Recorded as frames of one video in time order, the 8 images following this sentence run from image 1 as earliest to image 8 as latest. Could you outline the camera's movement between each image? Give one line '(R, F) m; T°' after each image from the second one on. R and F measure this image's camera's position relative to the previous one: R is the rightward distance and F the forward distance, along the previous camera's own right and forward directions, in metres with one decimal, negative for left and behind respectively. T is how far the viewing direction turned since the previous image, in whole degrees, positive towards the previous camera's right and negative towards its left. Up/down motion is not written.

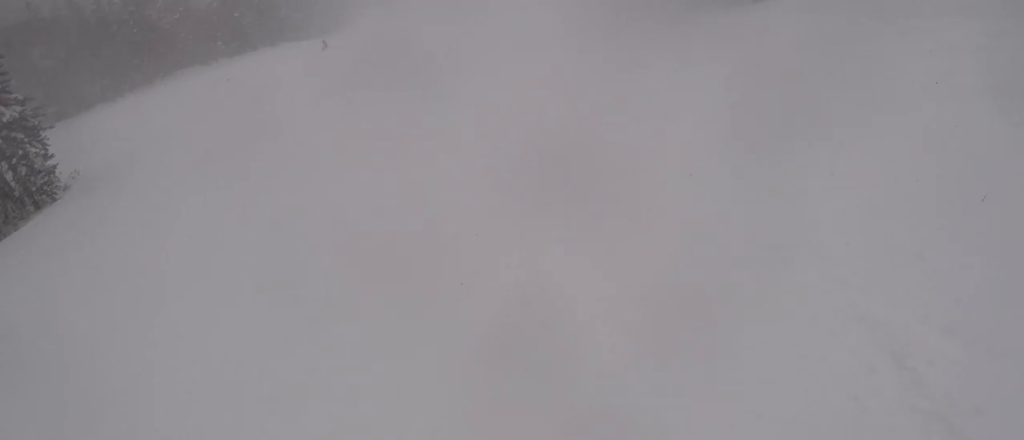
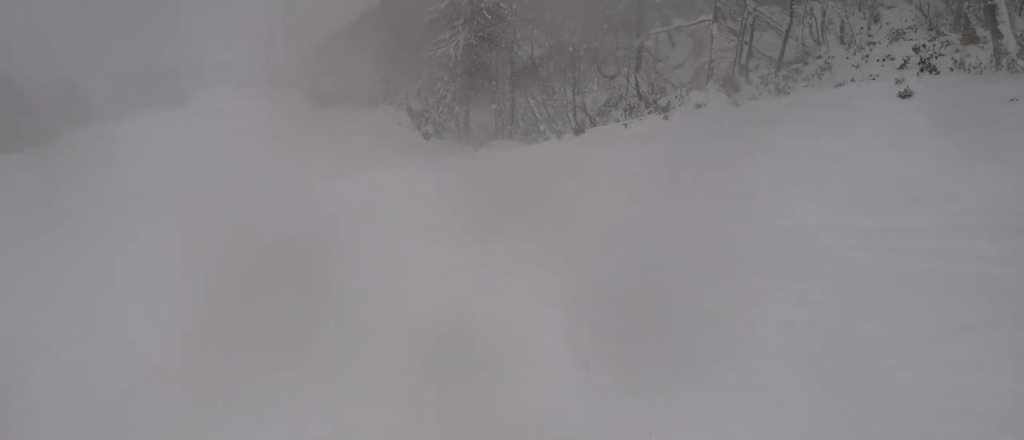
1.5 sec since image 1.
(+2.3, +11.3) m; +1°
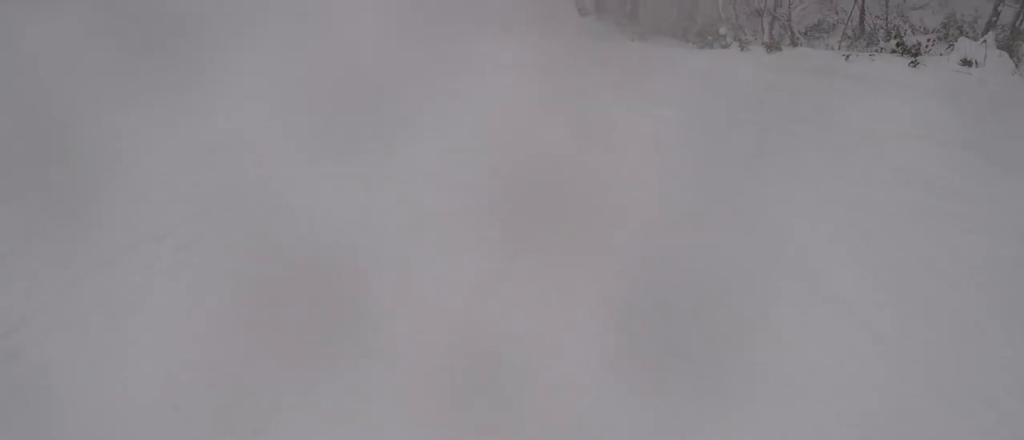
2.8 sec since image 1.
(-2.0, +9.2) m; -30°
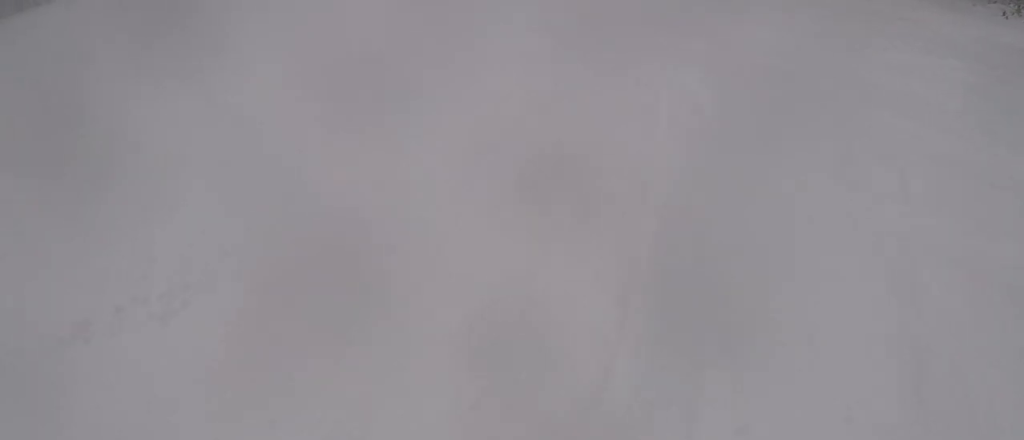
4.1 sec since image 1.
(-1.4, +10.8) m; +5°
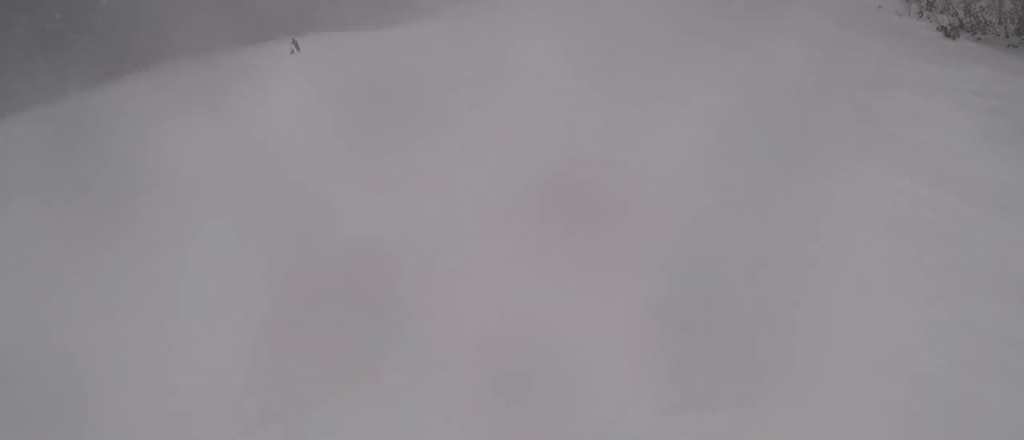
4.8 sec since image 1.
(+0.9, +6.4) m; +15°
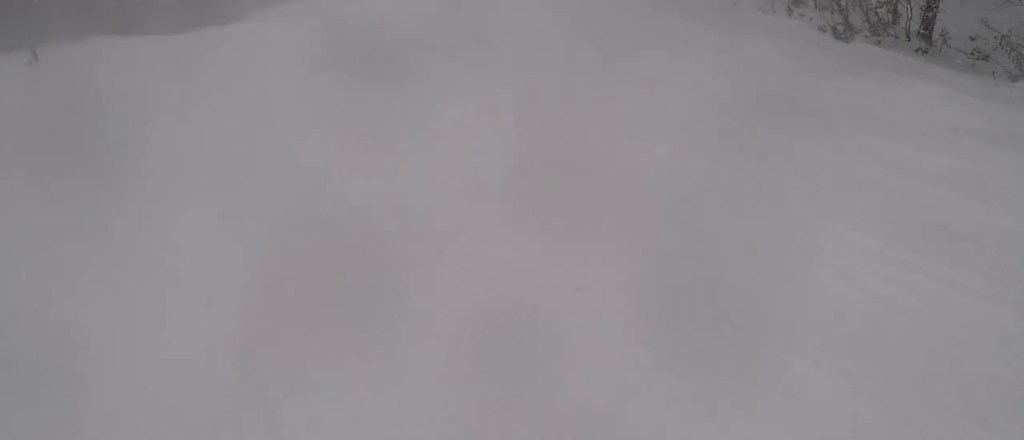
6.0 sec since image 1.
(+0.7, +10.2) m; -8°
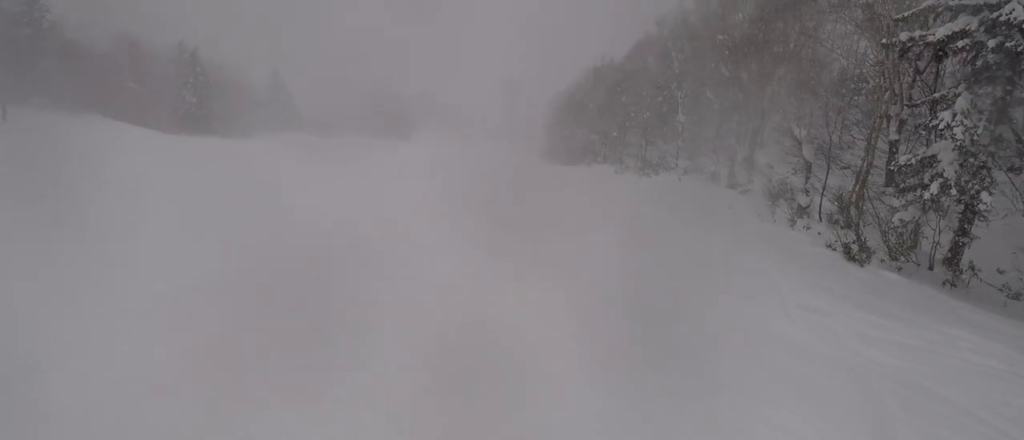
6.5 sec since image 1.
(-0.6, +4.9) m; -11°
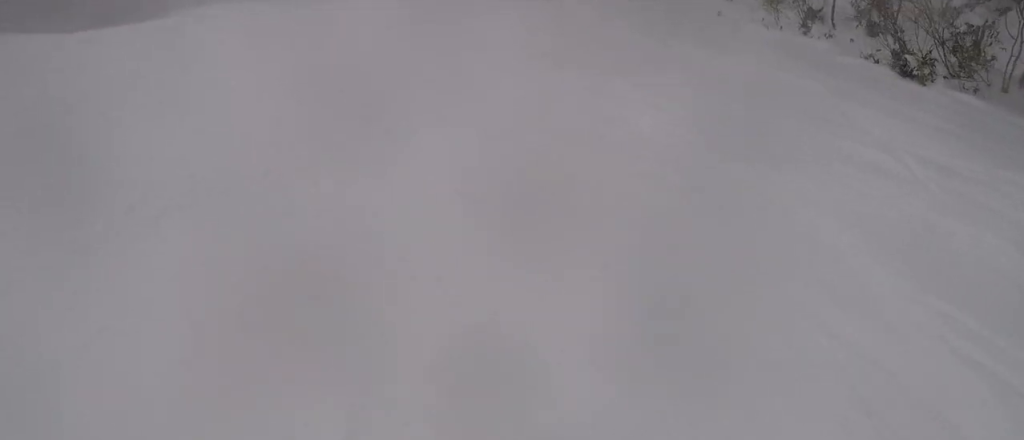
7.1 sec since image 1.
(-0.6, +5.3) m; -5°
